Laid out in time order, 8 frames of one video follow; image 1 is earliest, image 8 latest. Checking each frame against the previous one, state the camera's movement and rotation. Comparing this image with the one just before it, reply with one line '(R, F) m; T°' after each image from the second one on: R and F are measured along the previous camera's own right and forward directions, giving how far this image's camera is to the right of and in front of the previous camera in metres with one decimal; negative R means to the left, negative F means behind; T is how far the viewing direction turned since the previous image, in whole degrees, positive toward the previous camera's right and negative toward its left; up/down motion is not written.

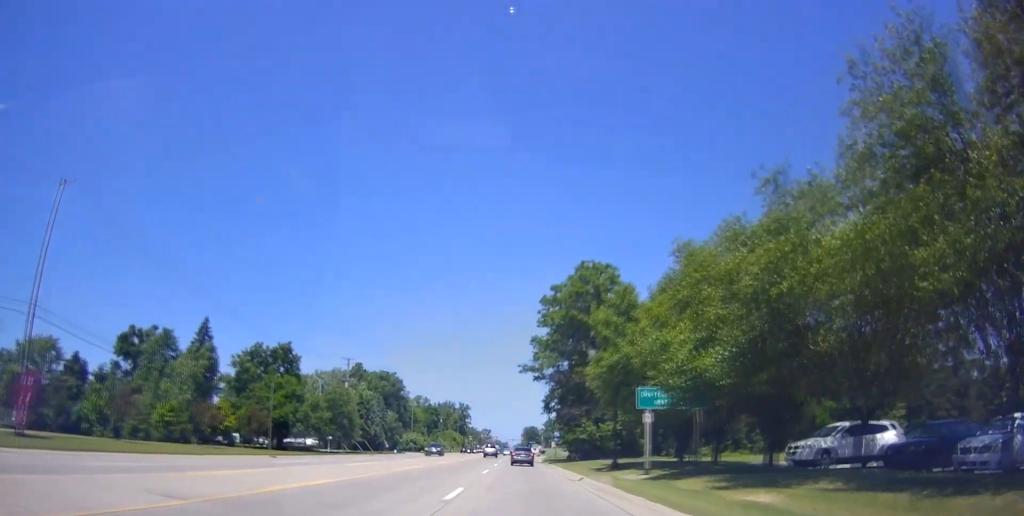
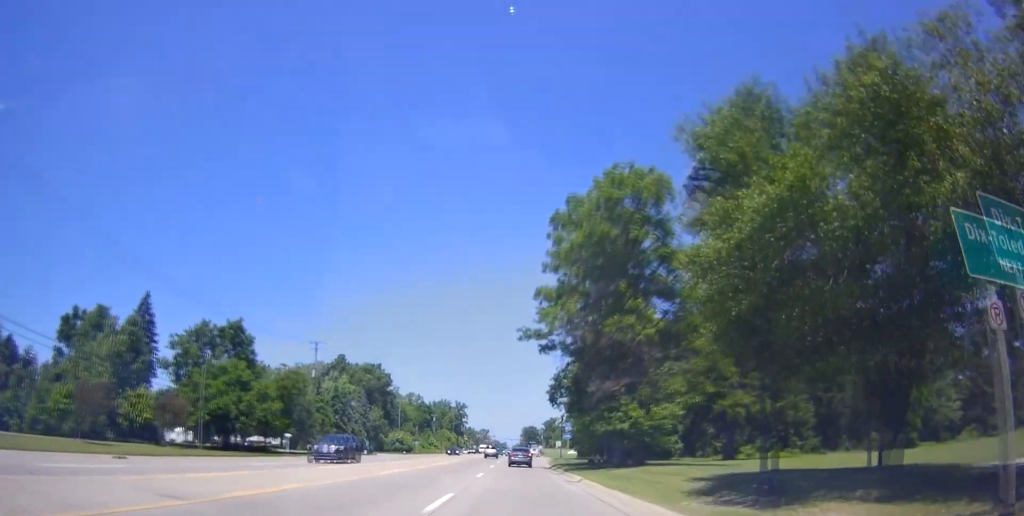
(-0.2, +18.7) m; +2°
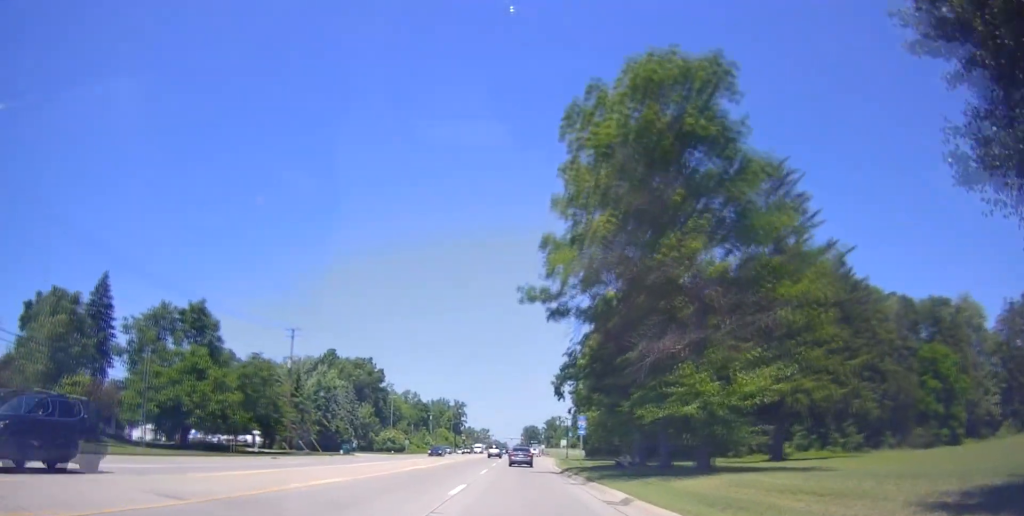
(+0.5, +11.1) m; +1°
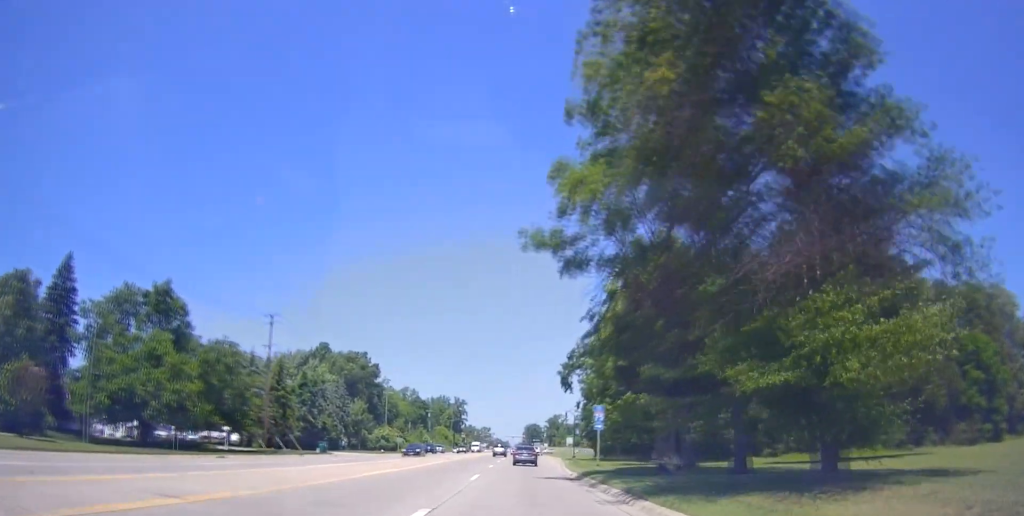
(0.0, +8.8) m; 0°
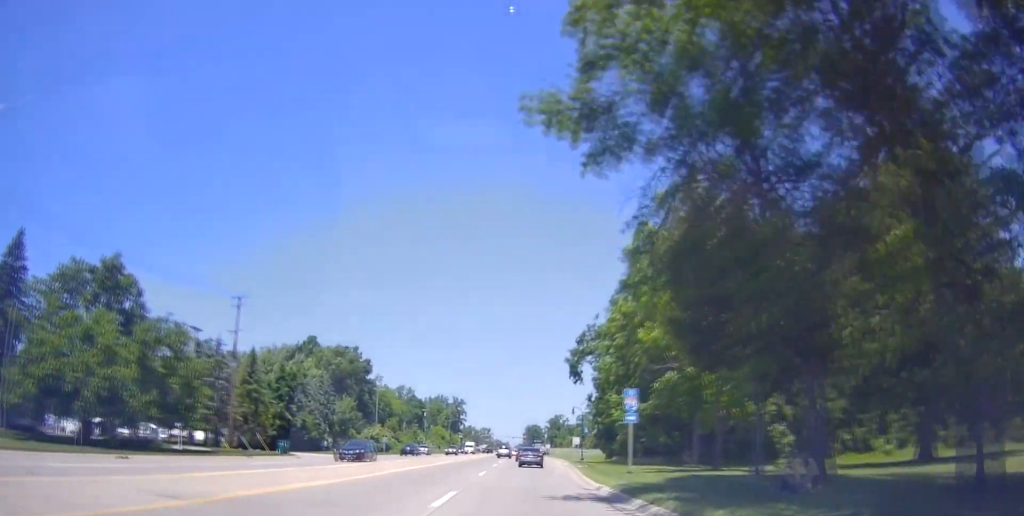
(-0.1, +10.3) m; -1°
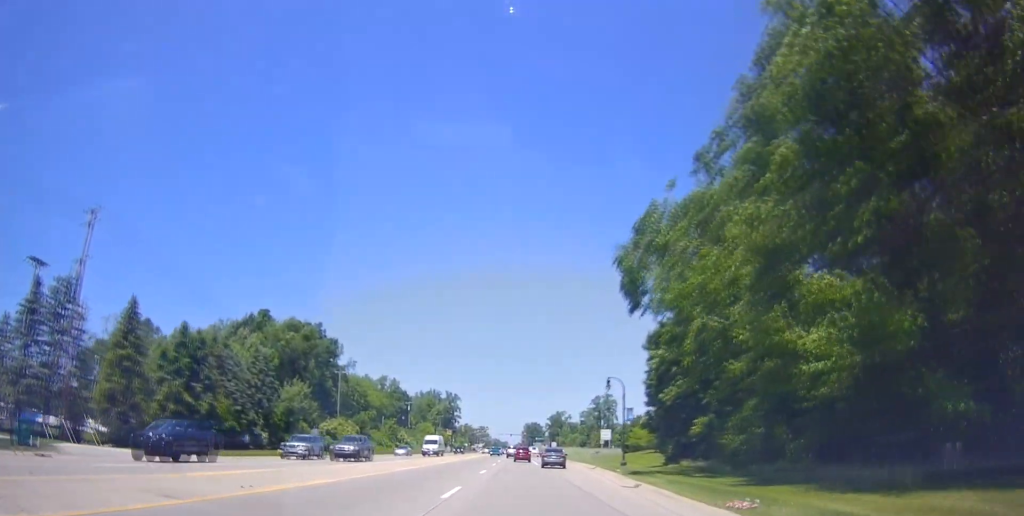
(-0.7, +29.3) m; -2°
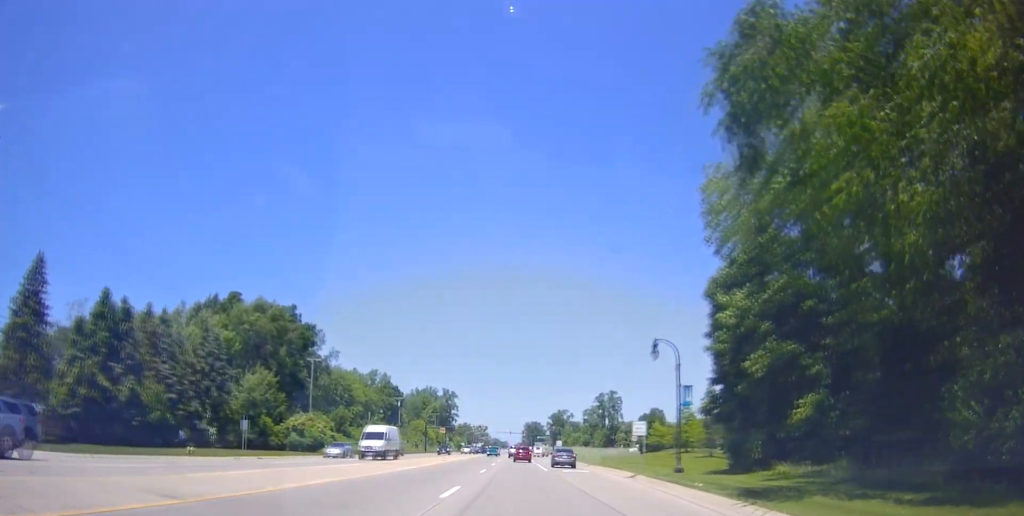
(+0.3, +15.2) m; +1°
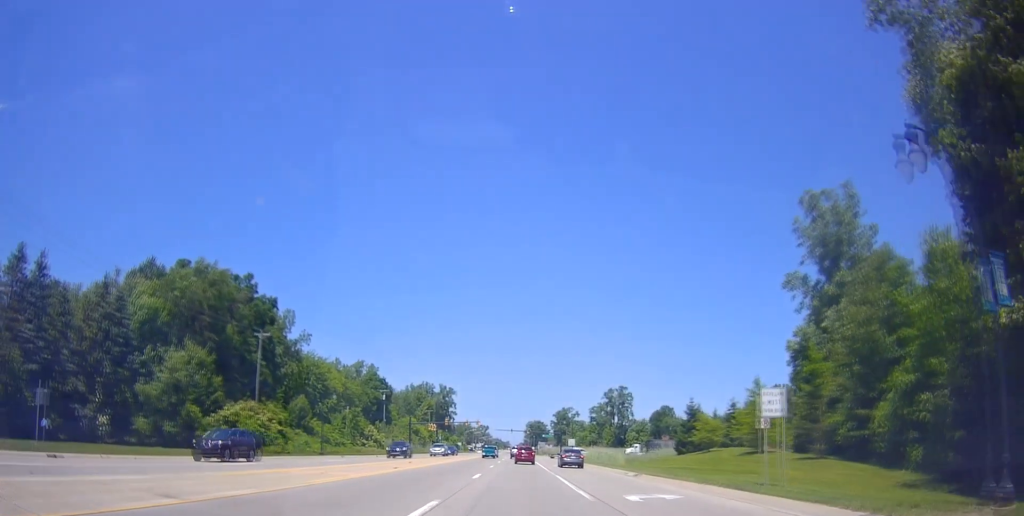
(+0.1, +20.9) m; 0°
